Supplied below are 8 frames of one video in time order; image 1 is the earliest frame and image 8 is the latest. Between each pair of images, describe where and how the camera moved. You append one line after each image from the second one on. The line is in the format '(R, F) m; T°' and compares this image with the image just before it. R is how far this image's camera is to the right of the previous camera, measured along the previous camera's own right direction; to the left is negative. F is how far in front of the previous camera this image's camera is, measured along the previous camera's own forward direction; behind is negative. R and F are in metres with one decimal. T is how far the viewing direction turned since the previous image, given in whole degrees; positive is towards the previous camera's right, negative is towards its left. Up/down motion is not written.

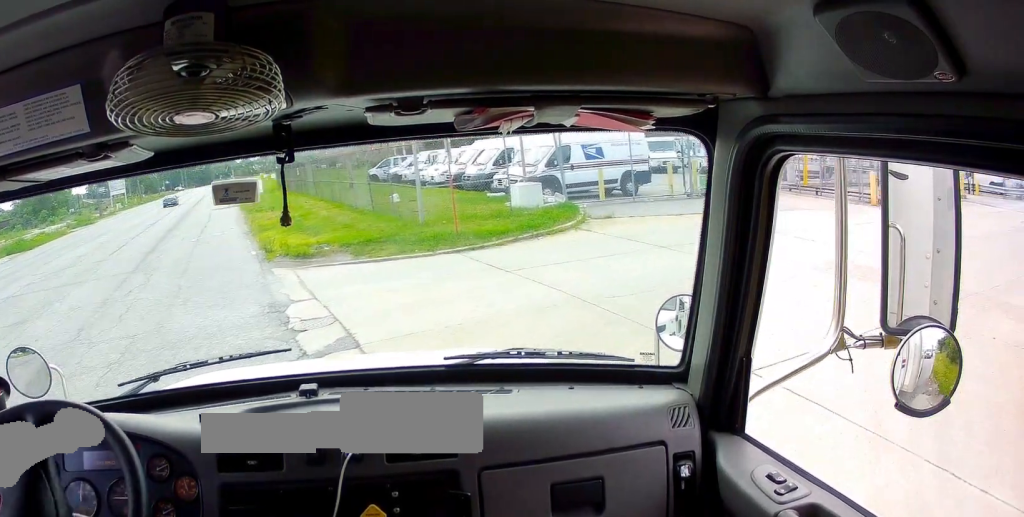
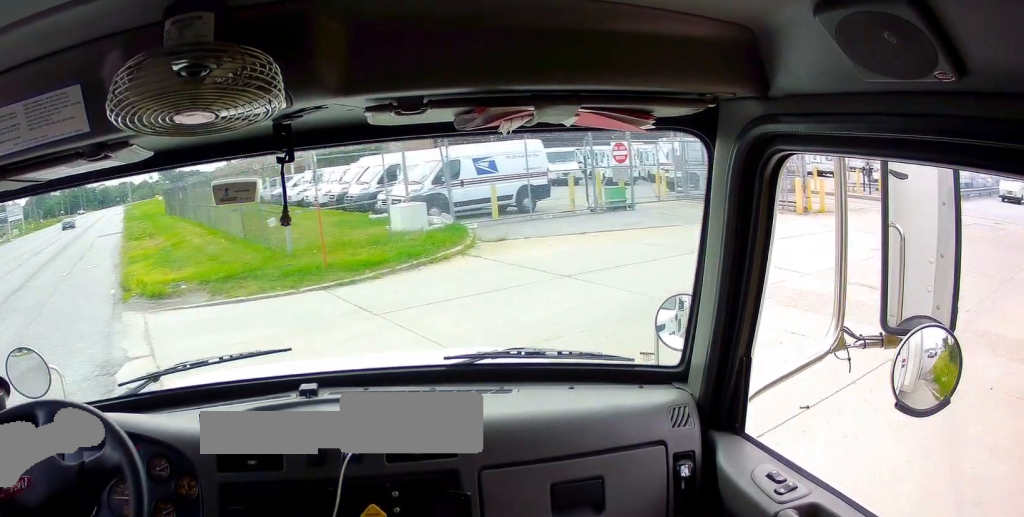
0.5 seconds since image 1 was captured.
(-0.1, +1.3) m; +10°
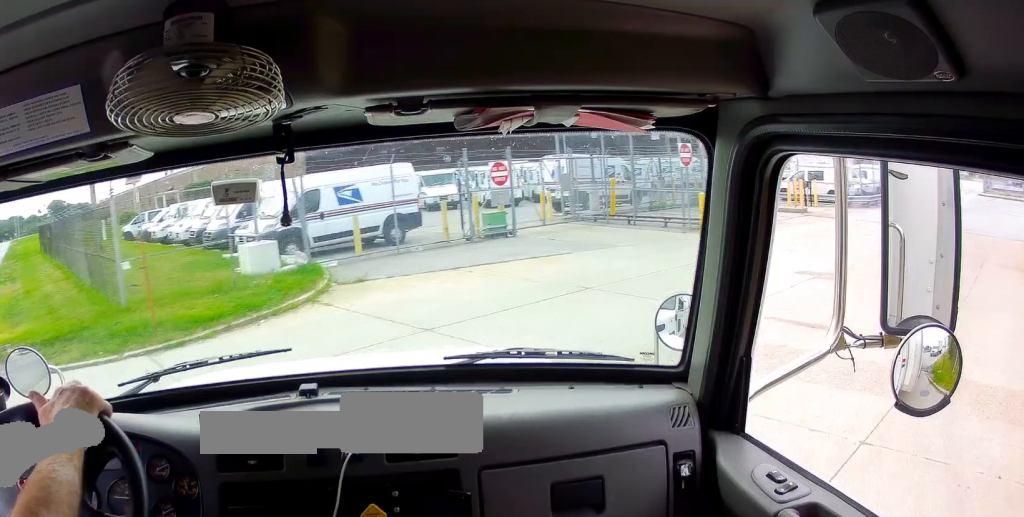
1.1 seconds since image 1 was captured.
(+0.2, +1.5) m; +26°
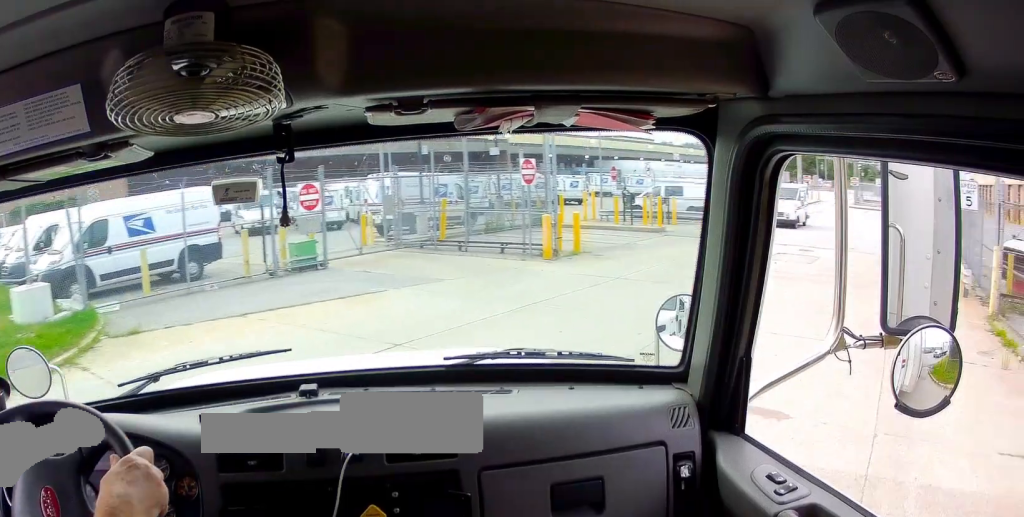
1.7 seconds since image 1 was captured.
(+0.6, +1.3) m; +36°
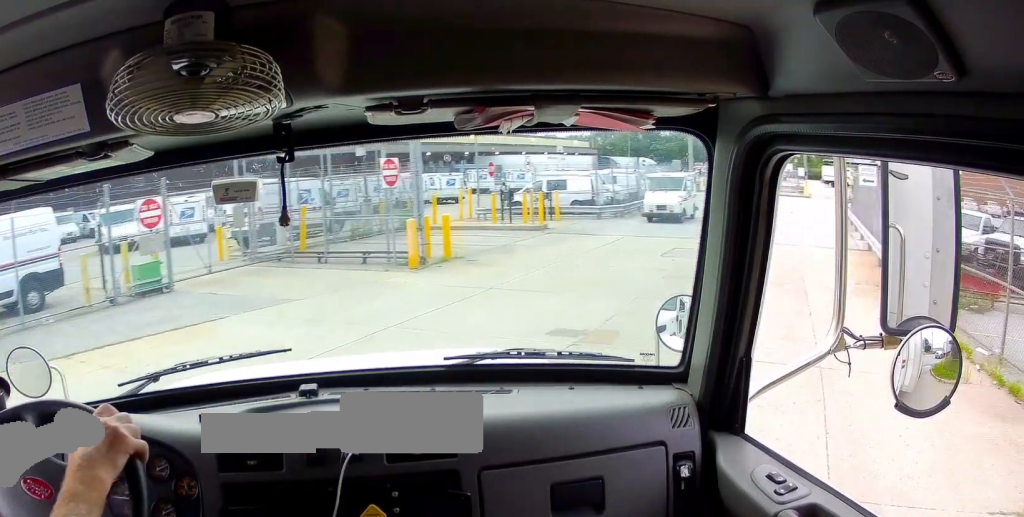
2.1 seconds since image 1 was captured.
(+0.2, +1.0) m; +26°
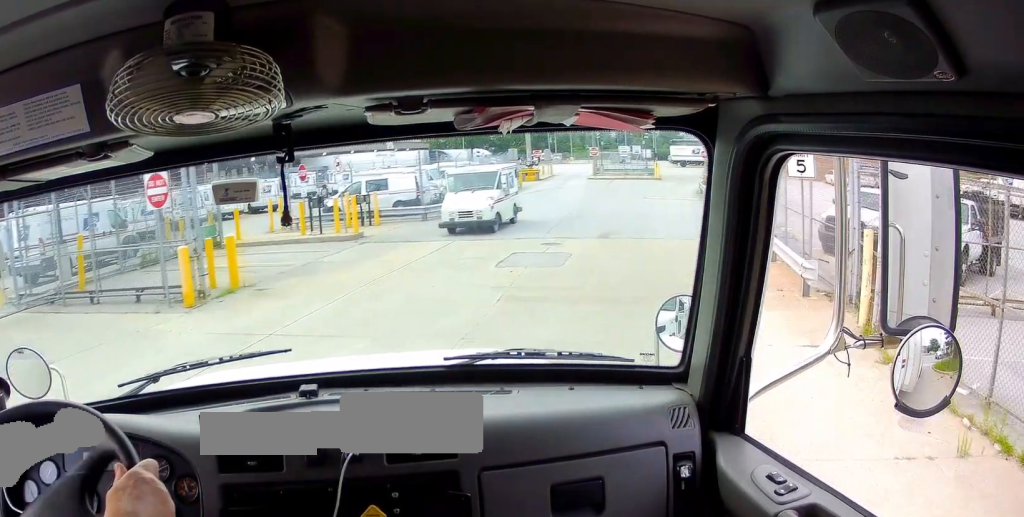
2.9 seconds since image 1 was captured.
(+0.8, +2.1) m; +19°
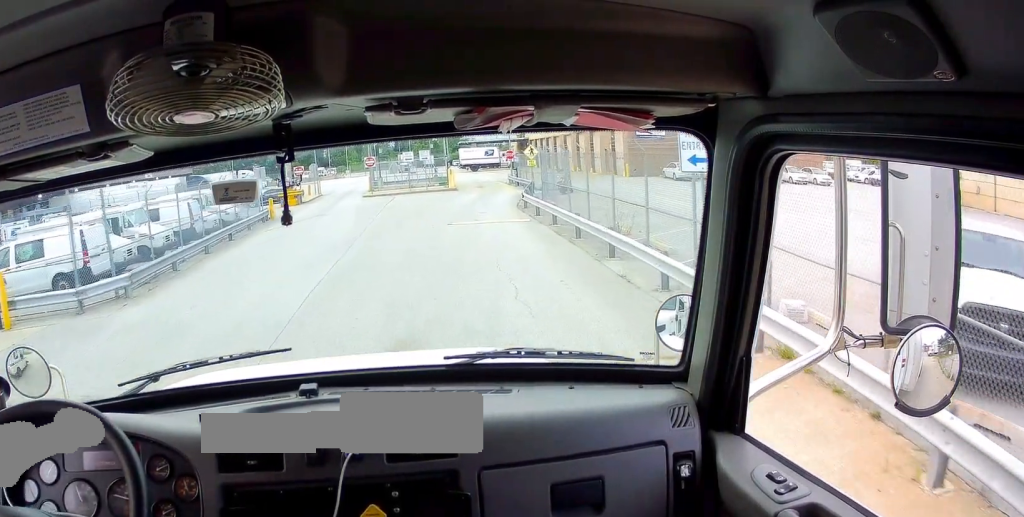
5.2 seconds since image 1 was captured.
(+1.0, +9.2) m; +2°
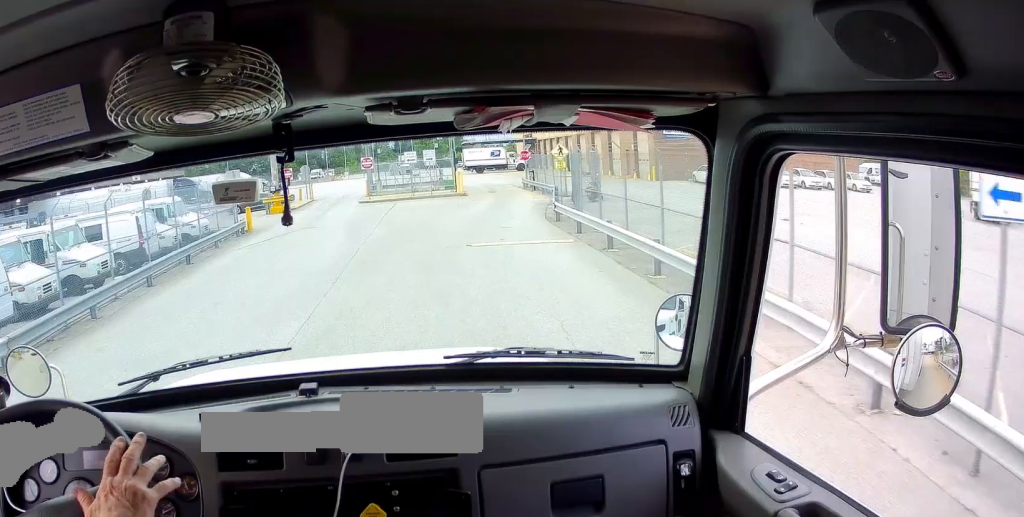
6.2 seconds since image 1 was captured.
(-0.3, +4.9) m; -4°
